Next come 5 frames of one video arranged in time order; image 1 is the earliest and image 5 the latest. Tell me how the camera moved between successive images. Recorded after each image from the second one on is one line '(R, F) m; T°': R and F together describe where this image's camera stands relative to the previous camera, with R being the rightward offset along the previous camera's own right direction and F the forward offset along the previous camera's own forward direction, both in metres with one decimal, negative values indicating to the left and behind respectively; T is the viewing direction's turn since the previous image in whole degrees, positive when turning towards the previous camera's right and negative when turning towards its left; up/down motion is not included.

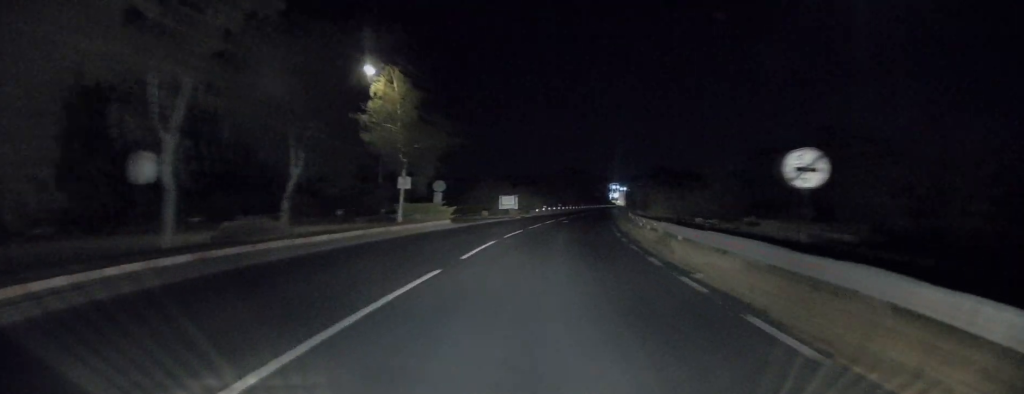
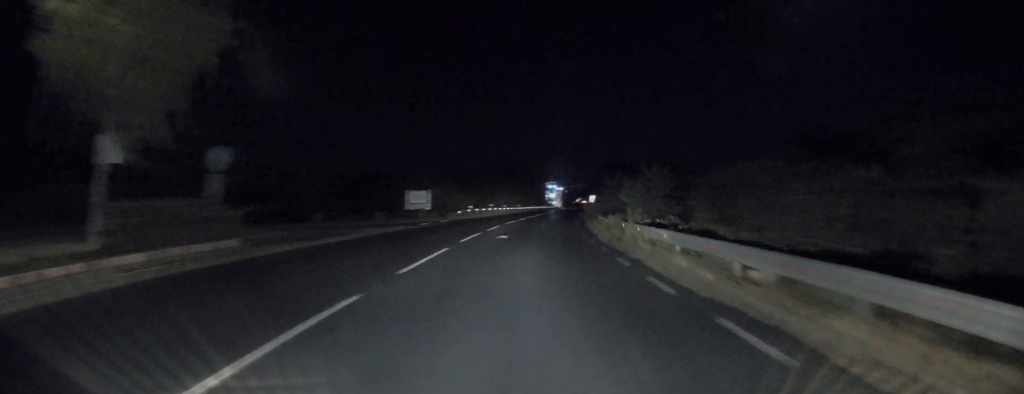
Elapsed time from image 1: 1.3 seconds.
(+0.8, +20.4) m; +4°
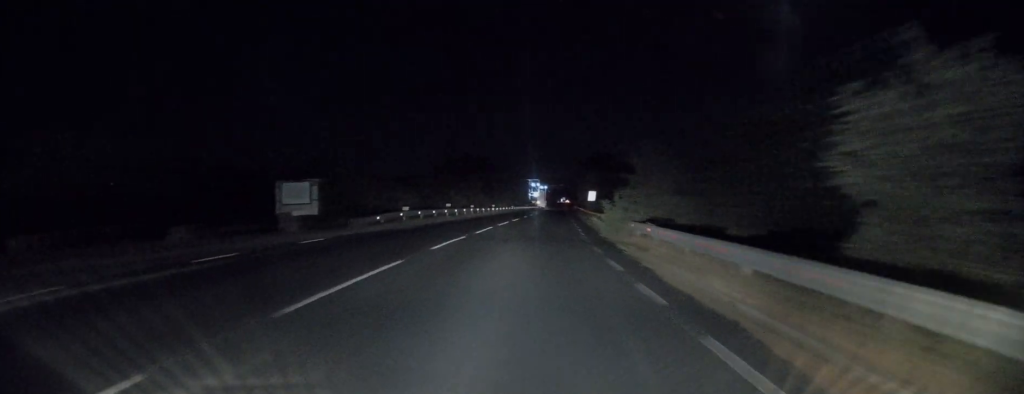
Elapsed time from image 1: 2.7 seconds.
(+0.8, +21.4) m; +3°
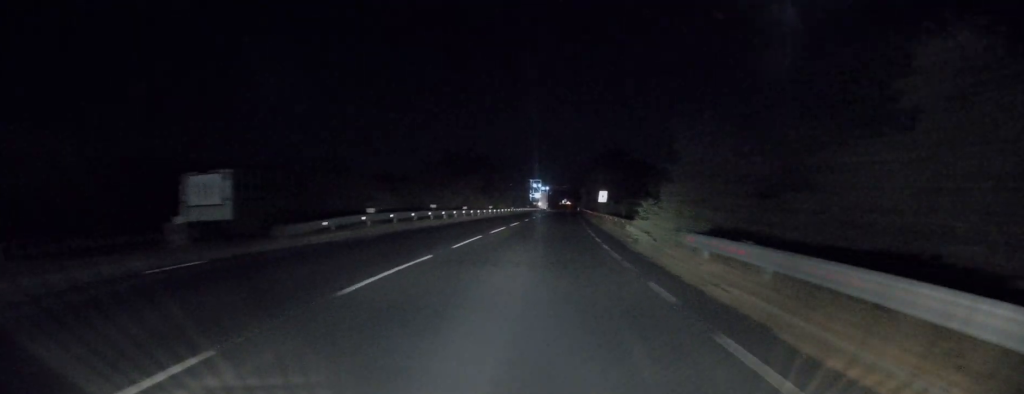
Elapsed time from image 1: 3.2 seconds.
(+0.1, +7.8) m; +1°
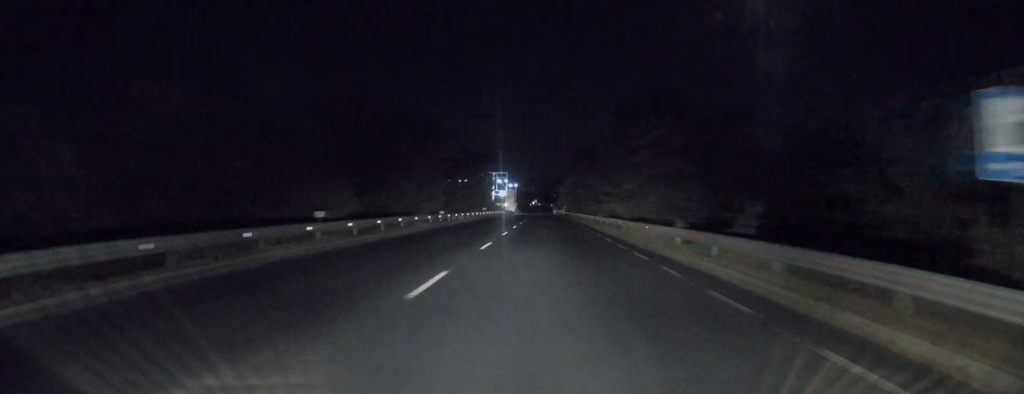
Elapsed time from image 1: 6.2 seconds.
(+0.6, +46.5) m; 0°
